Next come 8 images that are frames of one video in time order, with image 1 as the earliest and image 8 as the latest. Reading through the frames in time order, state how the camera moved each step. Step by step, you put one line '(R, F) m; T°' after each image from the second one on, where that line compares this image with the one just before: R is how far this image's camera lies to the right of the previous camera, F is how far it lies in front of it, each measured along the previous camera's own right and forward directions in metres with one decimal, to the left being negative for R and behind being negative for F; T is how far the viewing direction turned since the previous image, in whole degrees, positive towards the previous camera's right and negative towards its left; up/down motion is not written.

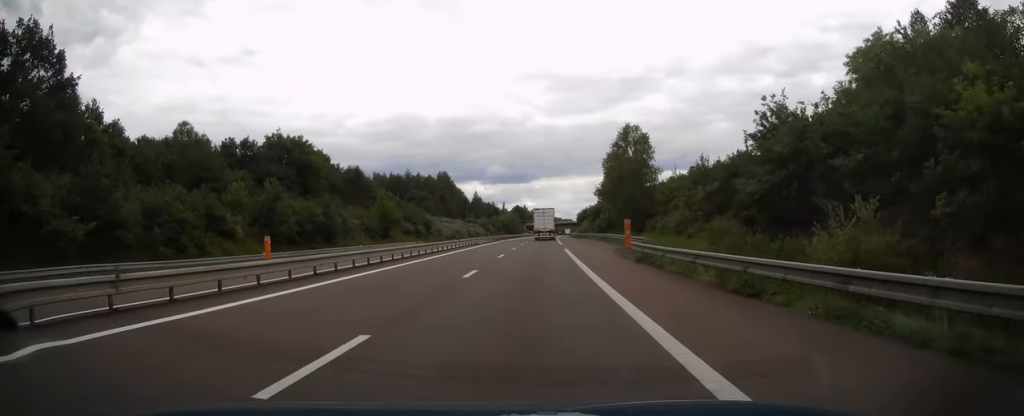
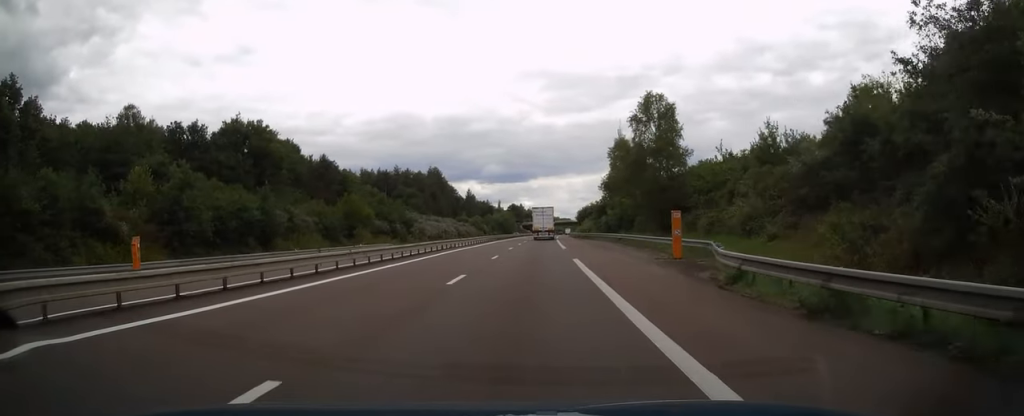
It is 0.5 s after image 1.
(0.0, +16.1) m; 0°
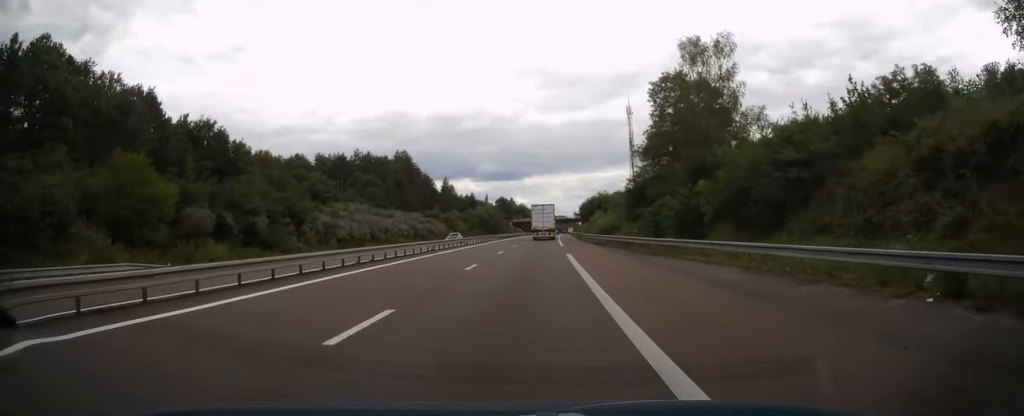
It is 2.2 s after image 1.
(+0.3, +47.5) m; +1°
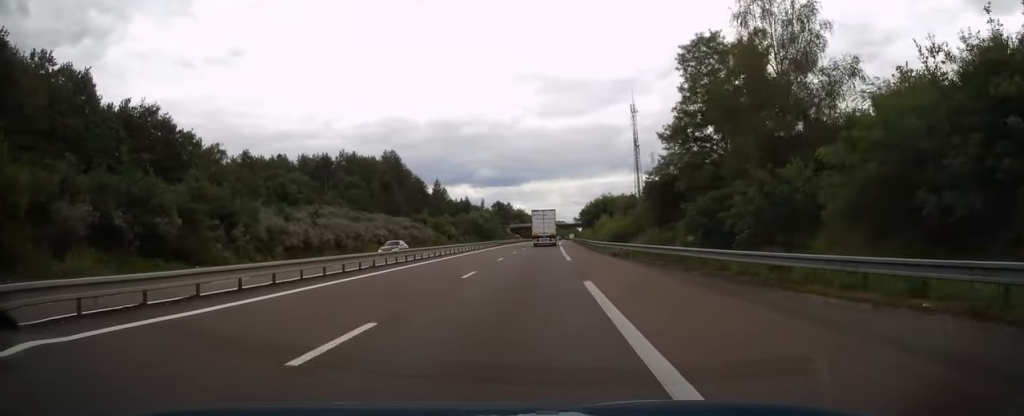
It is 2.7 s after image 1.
(-0.1, +14.0) m; 0°
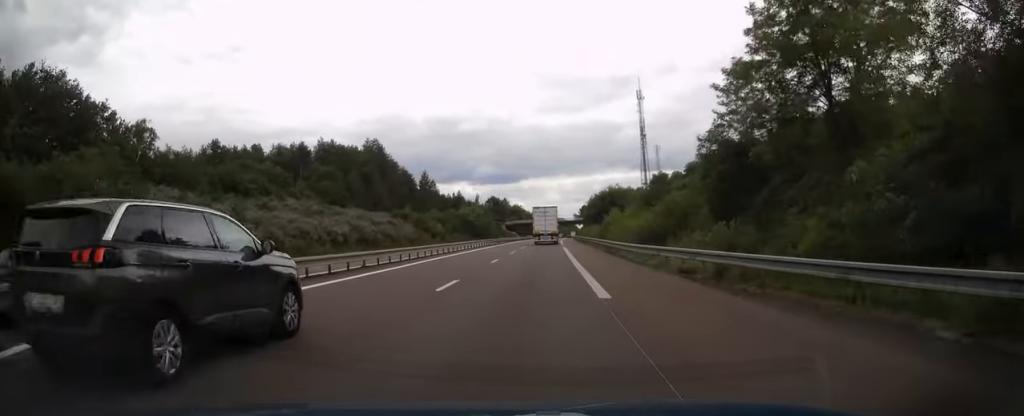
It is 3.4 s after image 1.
(+0.1, +17.7) m; 0°
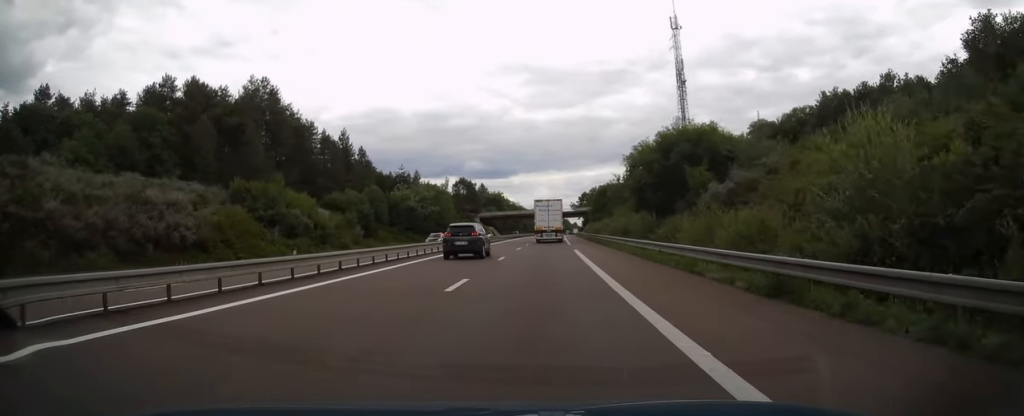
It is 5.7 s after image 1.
(+0.4, +65.6) m; +1°
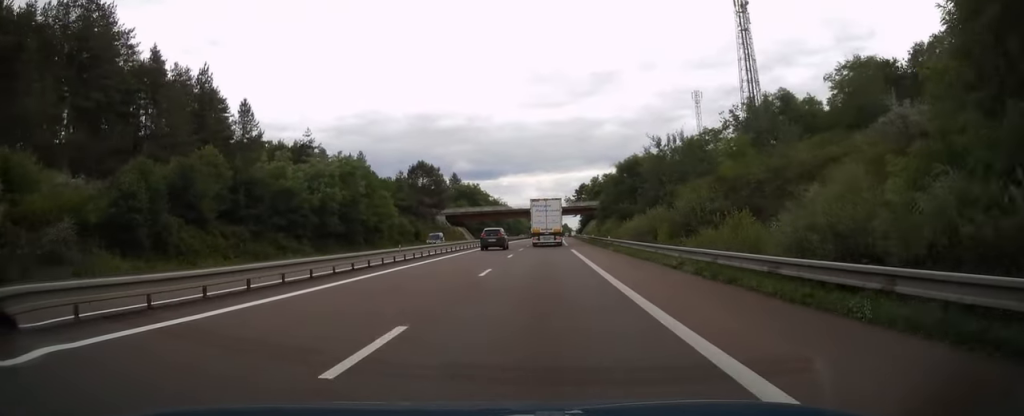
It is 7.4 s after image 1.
(+0.3, +47.0) m; +1°
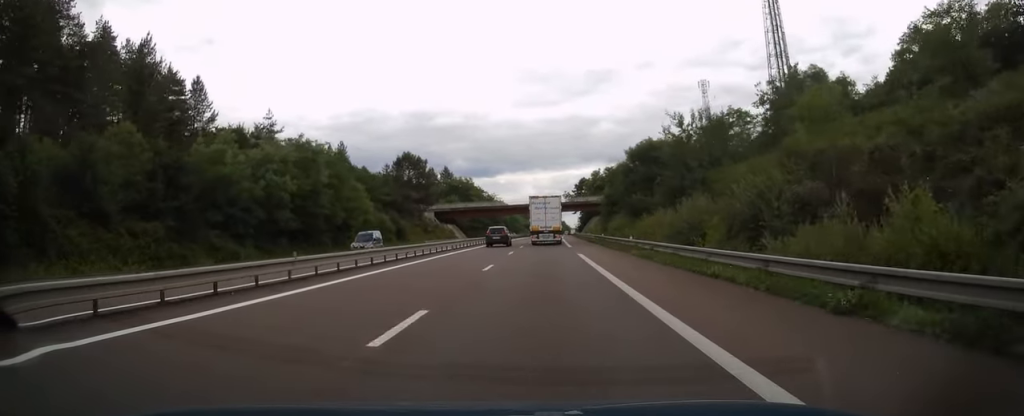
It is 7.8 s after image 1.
(0.0, +11.5) m; 0°
